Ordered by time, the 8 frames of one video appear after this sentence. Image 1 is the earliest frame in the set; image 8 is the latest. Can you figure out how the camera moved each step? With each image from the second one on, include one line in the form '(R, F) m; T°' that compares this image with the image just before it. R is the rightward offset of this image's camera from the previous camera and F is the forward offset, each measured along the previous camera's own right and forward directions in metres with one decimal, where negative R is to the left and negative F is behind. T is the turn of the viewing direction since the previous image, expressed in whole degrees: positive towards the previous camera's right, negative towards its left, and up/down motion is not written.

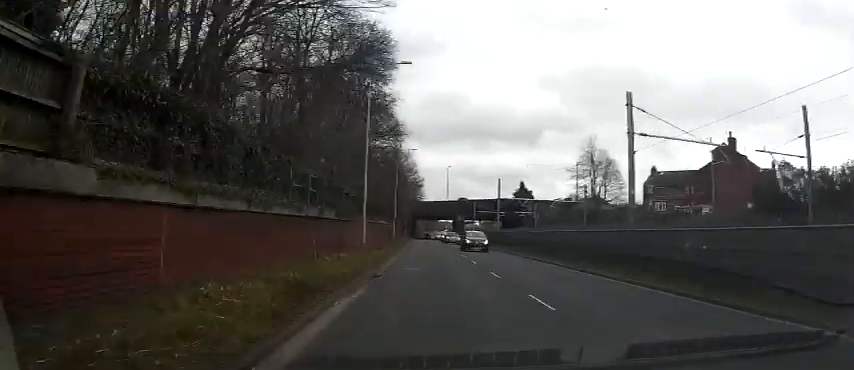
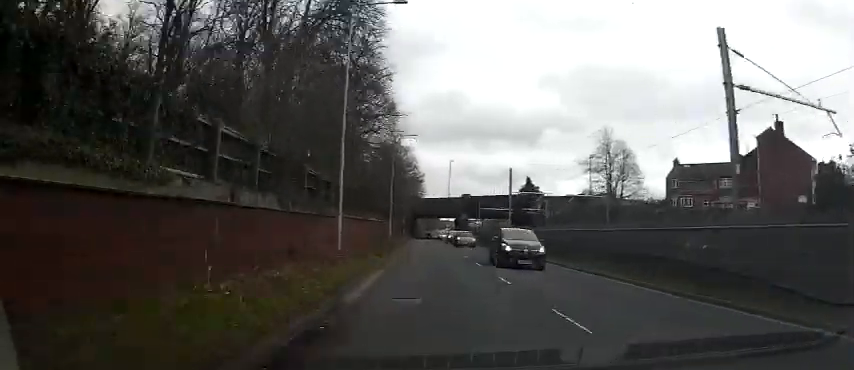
(+0.2, +8.2) m; 0°
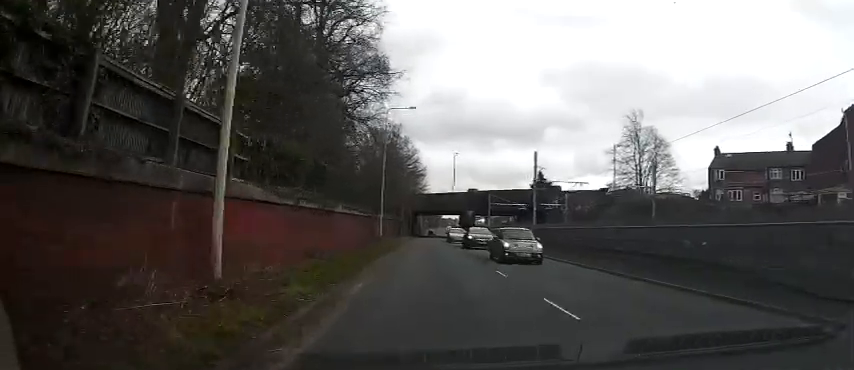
(-0.2, +12.2) m; -1°
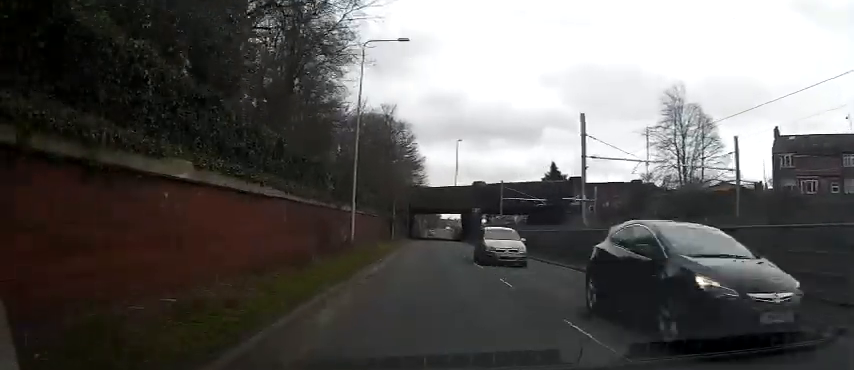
(-0.1, +13.4) m; 0°
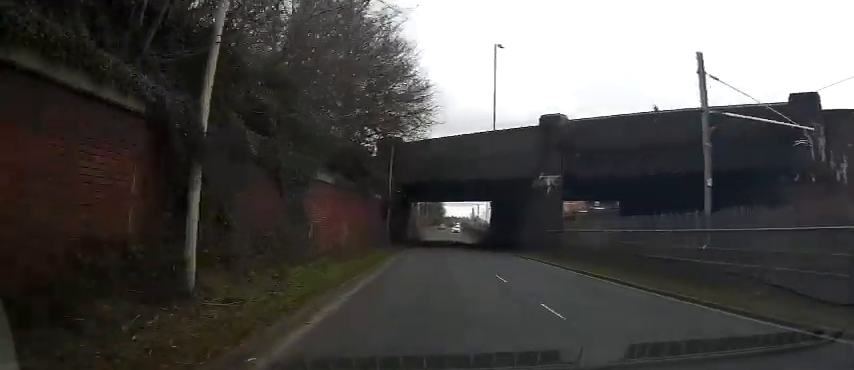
(+1.3, +48.2) m; +1°
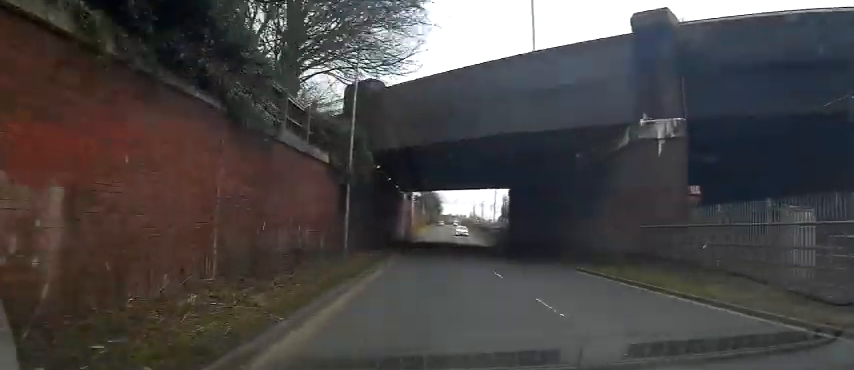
(-0.2, +16.9) m; -1°
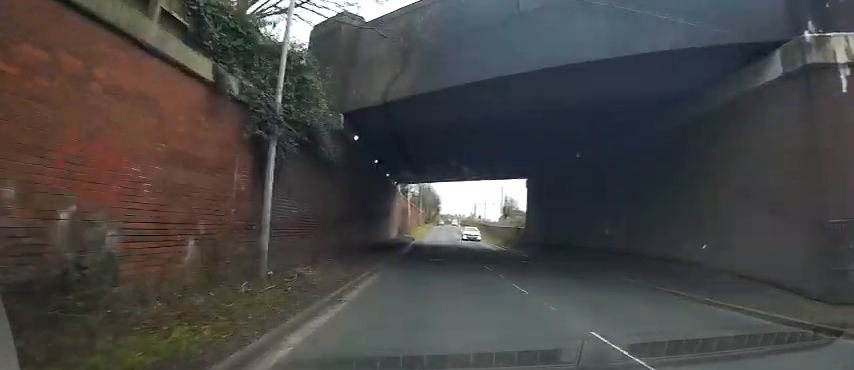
(-0.2, +9.5) m; 0°
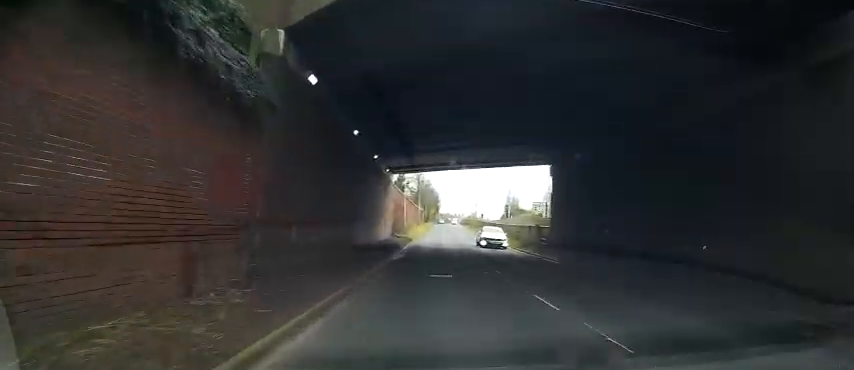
(+0.2, +8.2) m; +1°
